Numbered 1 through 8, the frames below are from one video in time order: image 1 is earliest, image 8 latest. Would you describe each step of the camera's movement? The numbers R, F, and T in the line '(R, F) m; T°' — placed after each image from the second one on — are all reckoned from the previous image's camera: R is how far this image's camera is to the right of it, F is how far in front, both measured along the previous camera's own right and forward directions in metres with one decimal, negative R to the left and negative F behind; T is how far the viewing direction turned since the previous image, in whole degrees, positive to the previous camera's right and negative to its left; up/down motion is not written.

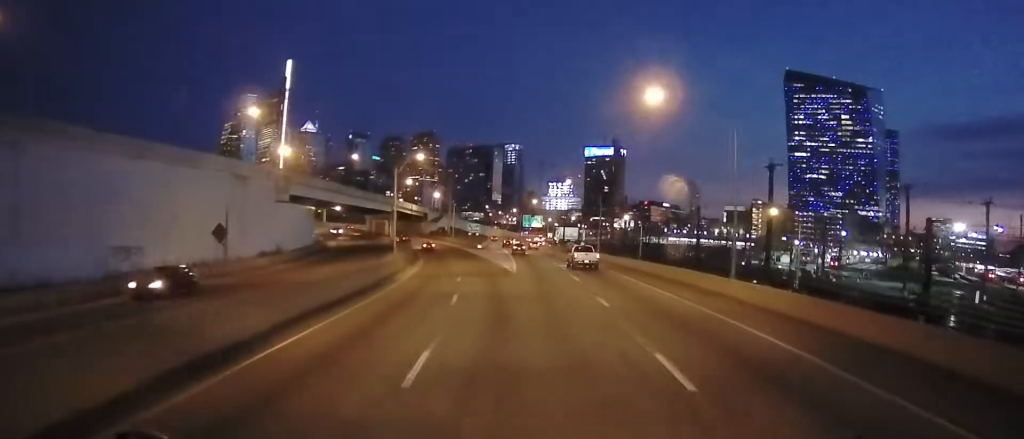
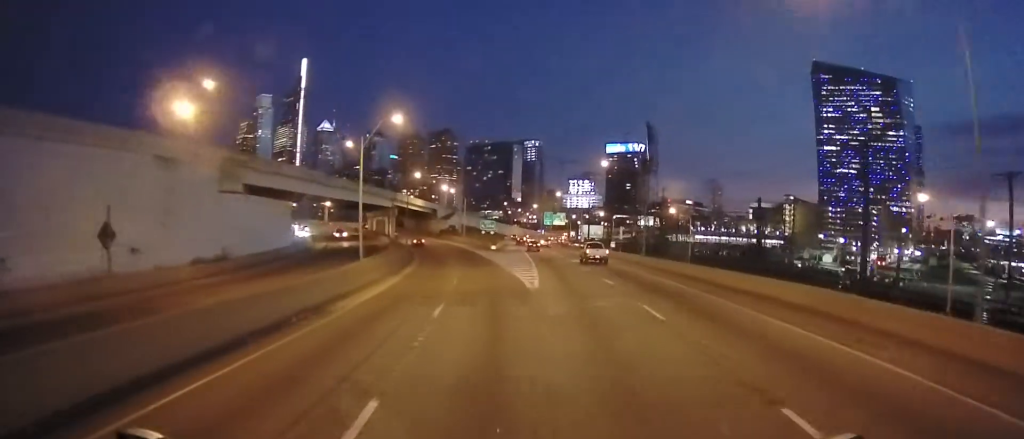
(-0.4, +16.4) m; -2°
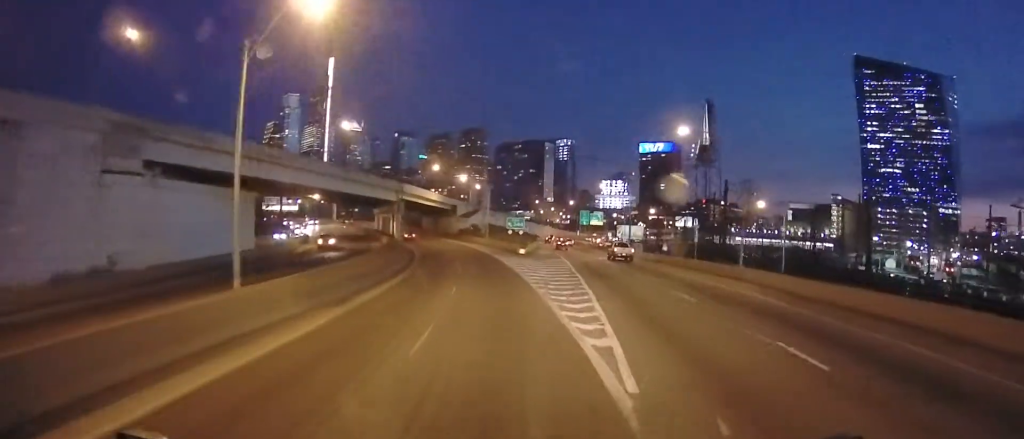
(-0.3, +19.3) m; -1°
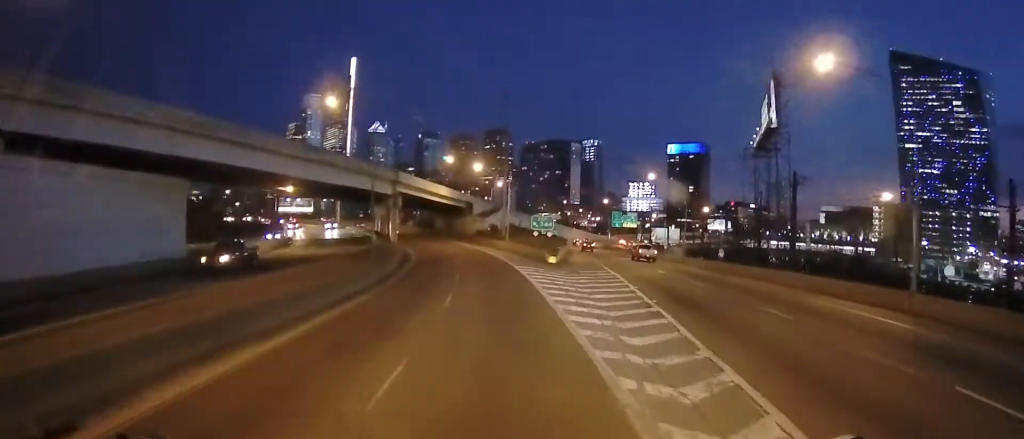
(0.0, +17.1) m; -3°
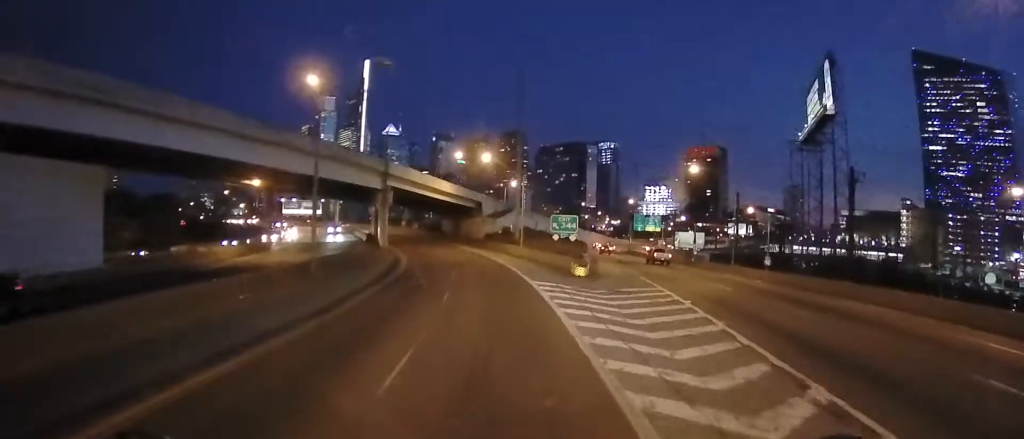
(-0.6, +11.5) m; -2°
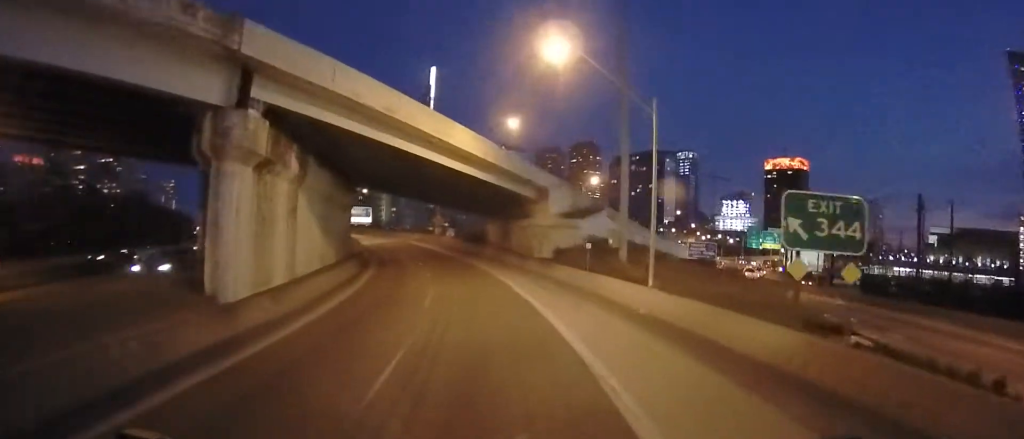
(-1.9, +37.3) m; -6°
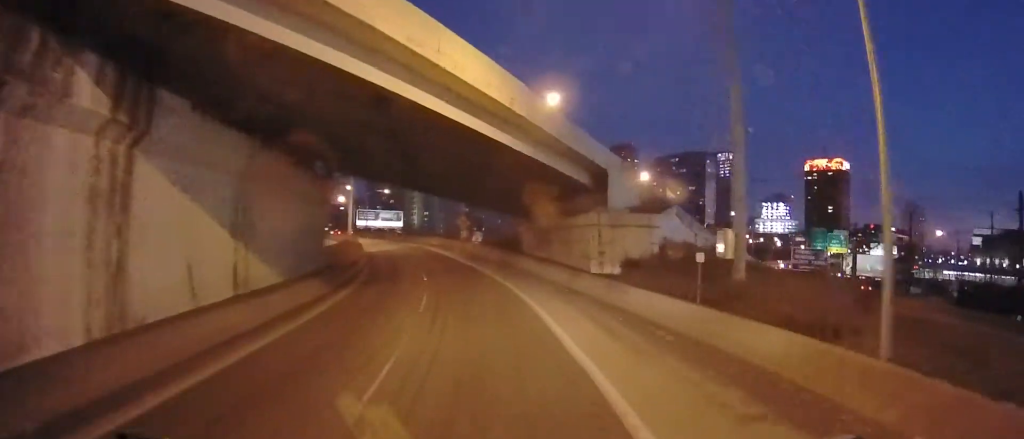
(-0.3, +13.1) m; -3°
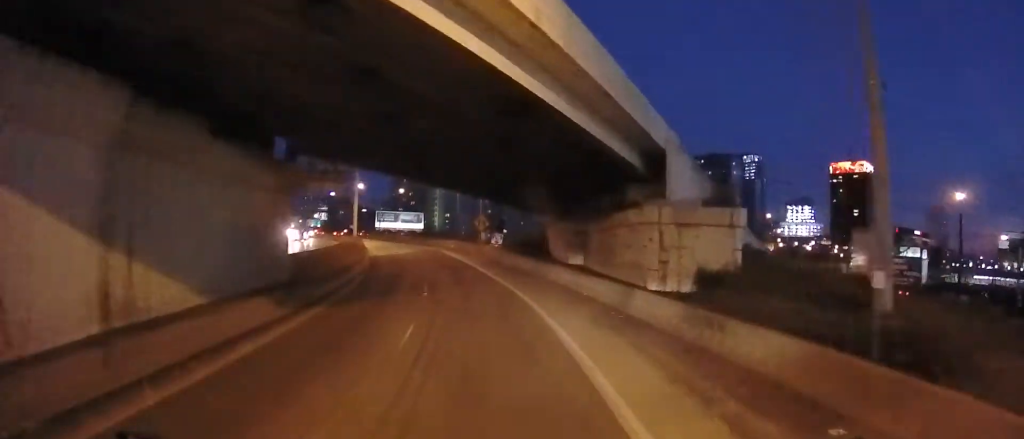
(-0.3, +7.4) m; -2°
